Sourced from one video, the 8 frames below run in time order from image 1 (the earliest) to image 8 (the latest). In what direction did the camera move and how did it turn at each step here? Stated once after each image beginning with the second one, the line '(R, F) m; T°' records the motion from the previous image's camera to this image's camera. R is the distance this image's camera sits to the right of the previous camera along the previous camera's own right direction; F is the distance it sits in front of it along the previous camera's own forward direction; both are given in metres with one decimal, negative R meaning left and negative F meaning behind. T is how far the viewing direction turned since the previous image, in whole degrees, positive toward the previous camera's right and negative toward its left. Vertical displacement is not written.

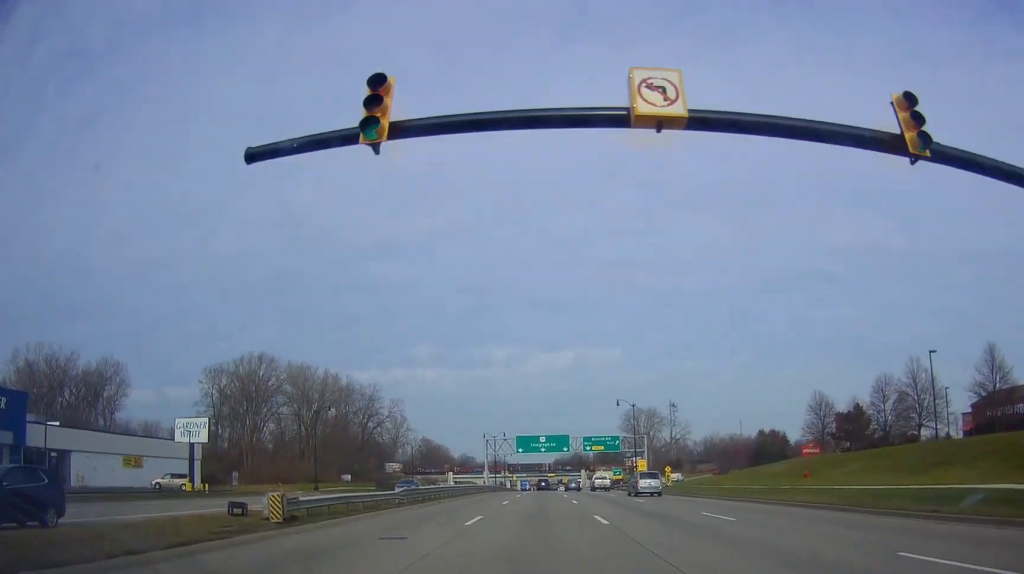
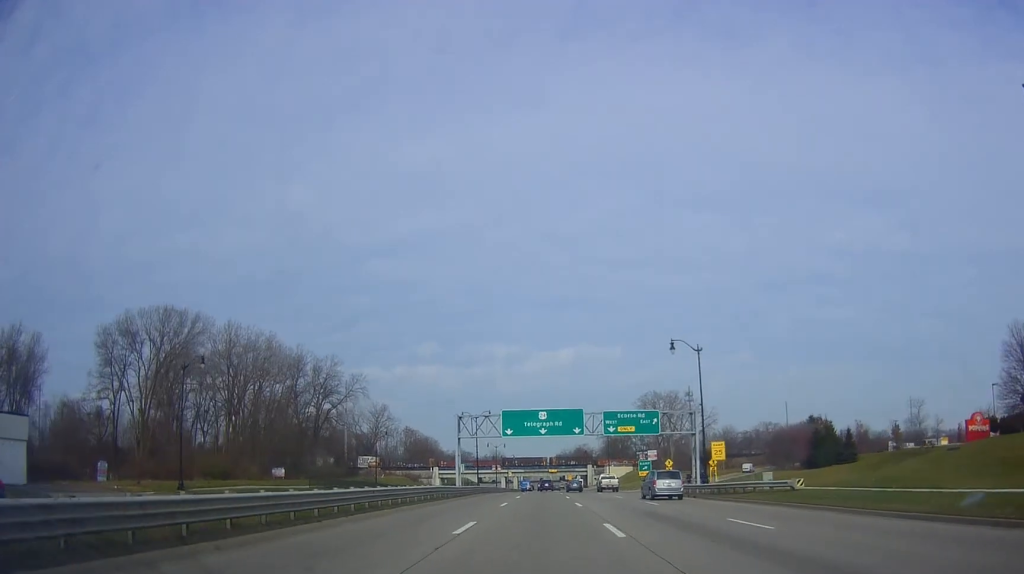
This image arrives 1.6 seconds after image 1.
(-0.4, +33.9) m; -2°
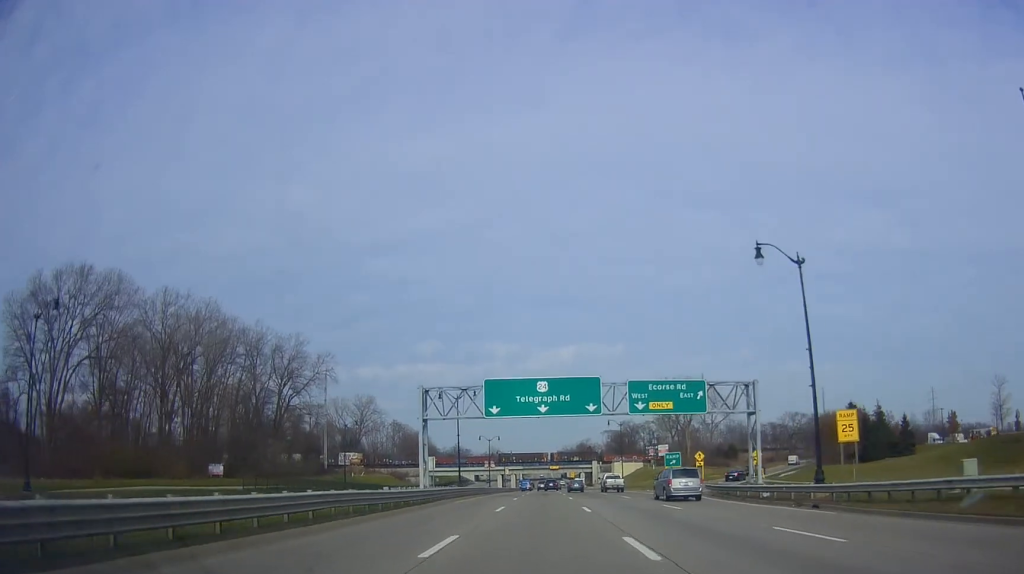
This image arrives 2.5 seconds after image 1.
(-0.4, +19.6) m; 0°
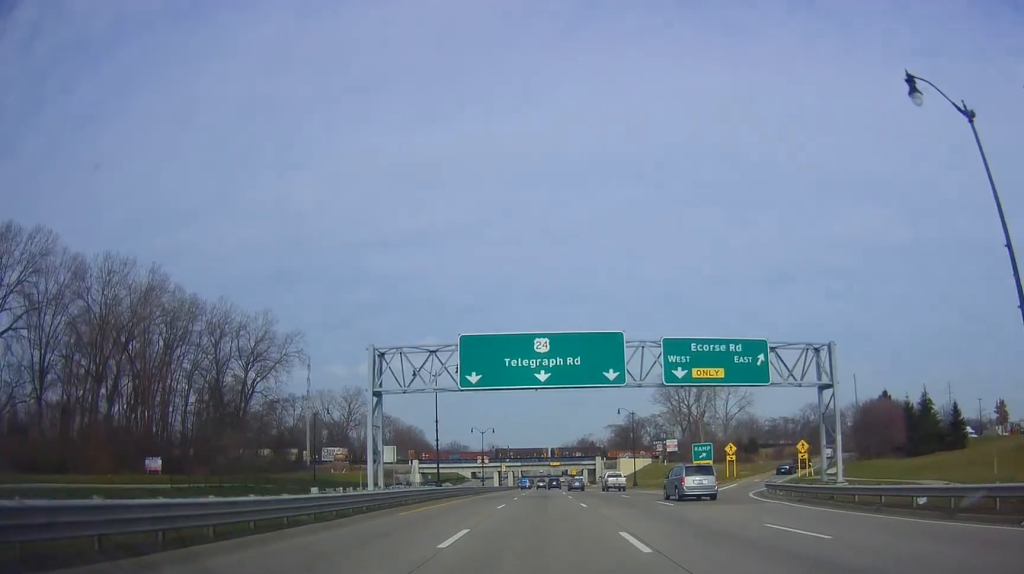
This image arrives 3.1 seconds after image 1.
(+0.5, +13.9) m; +1°
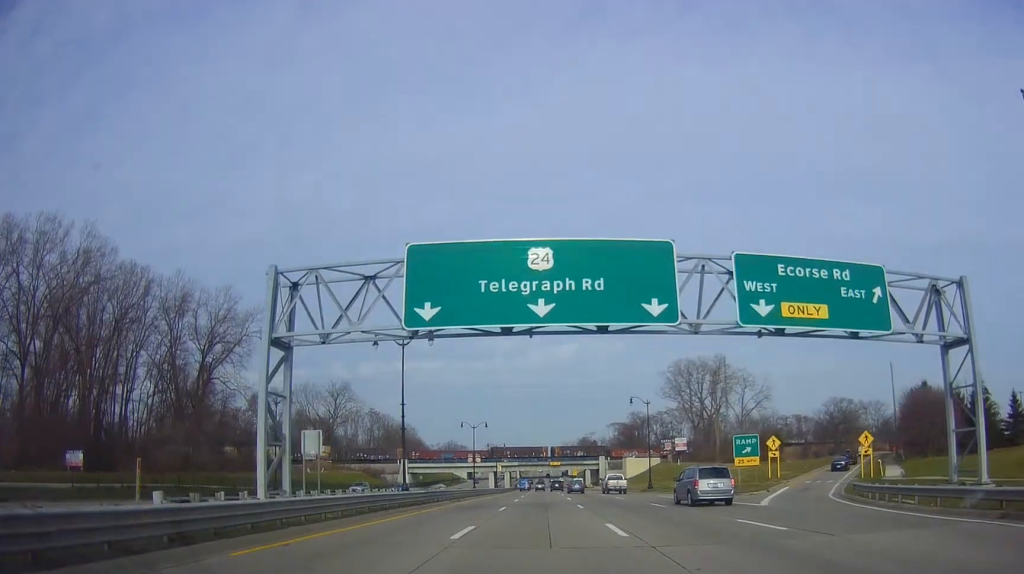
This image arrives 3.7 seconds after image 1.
(-0.1, +13.3) m; 0°
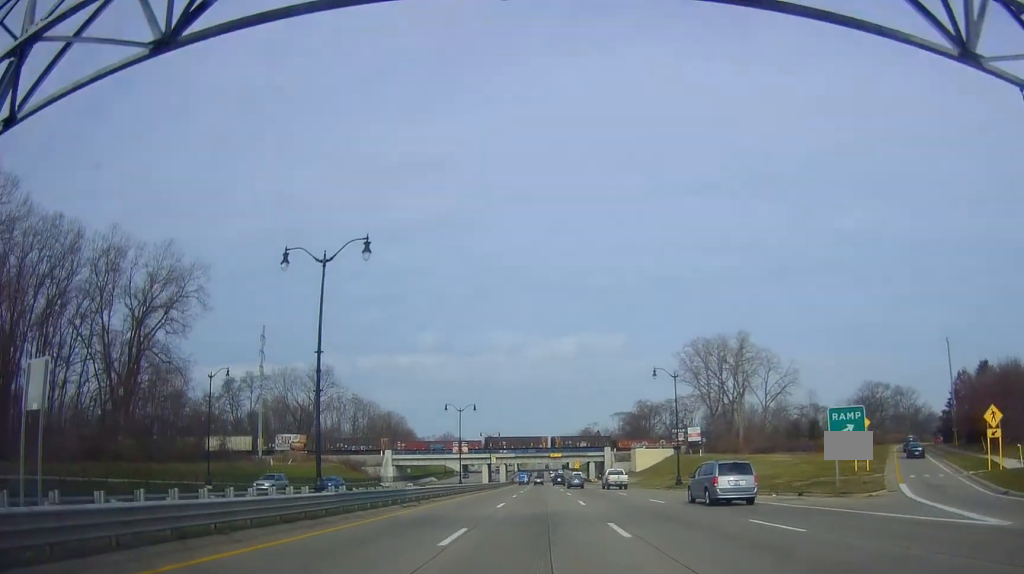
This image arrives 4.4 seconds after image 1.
(-0.1, +16.3) m; 0°
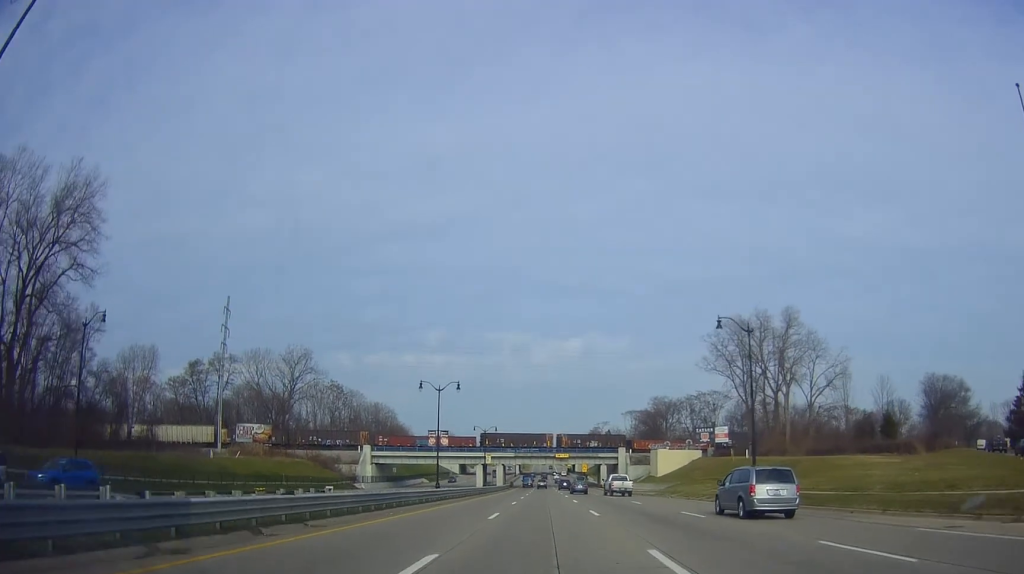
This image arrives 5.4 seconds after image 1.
(+0.3, +20.9) m; -1°
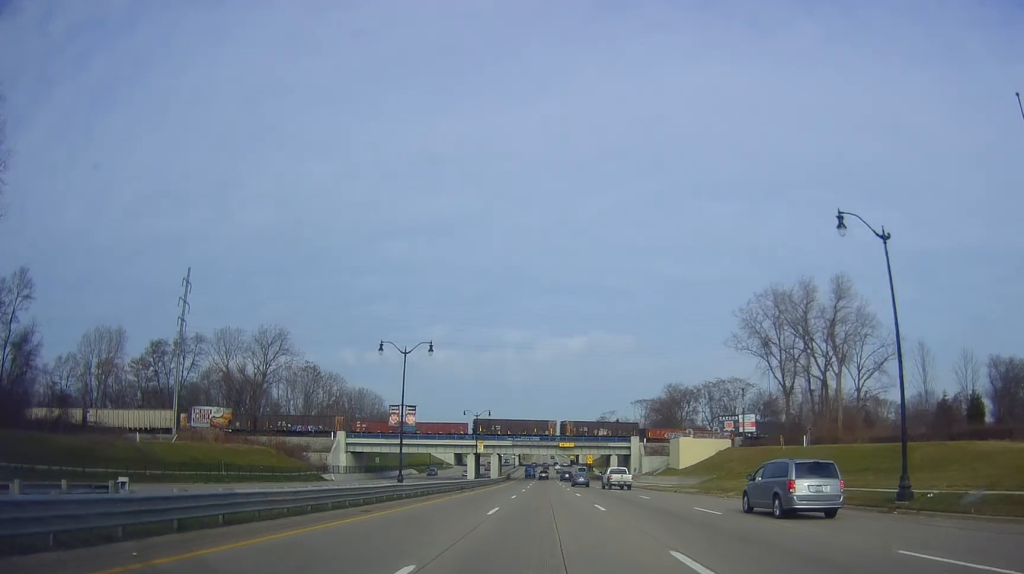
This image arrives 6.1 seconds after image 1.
(-0.6, +17.3) m; 0°
